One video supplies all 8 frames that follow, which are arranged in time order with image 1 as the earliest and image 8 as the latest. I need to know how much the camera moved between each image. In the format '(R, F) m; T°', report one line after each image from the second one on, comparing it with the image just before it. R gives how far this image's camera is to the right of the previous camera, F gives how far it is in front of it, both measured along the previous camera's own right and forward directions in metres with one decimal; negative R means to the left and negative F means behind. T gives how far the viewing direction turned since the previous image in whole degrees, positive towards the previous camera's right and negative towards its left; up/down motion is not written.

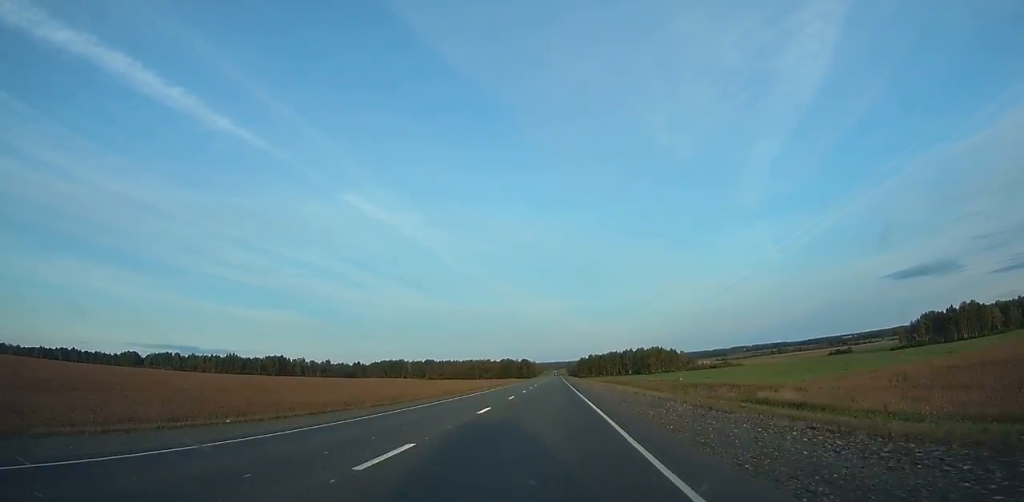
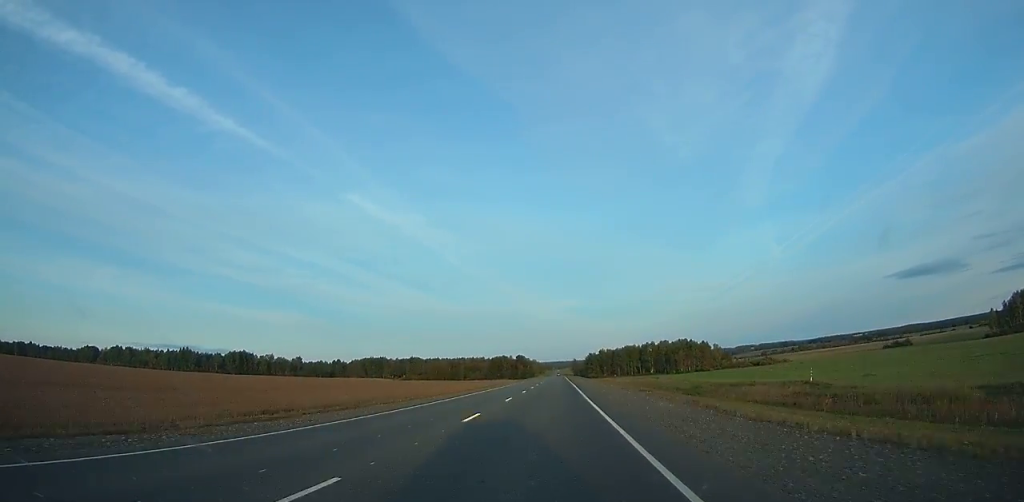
(+0.2, +87.6) m; 0°
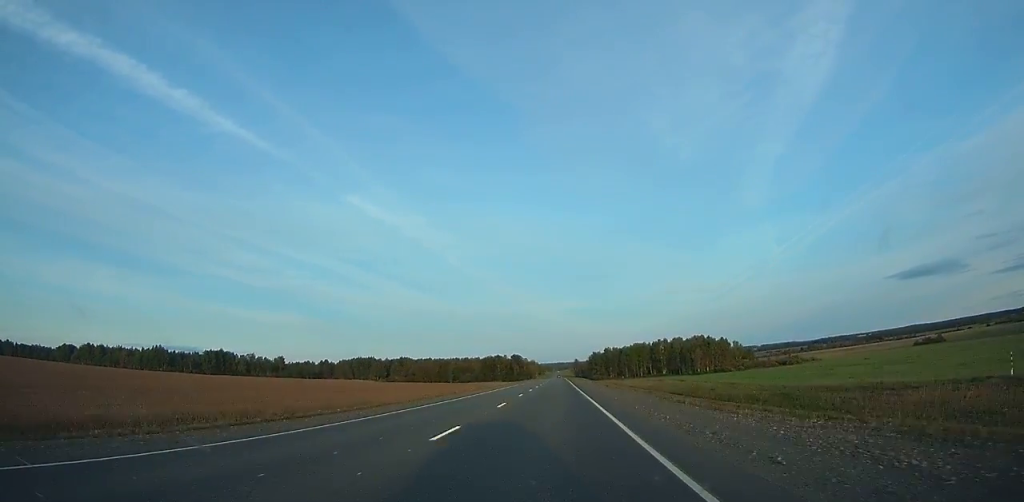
(-0.1, +40.1) m; 0°
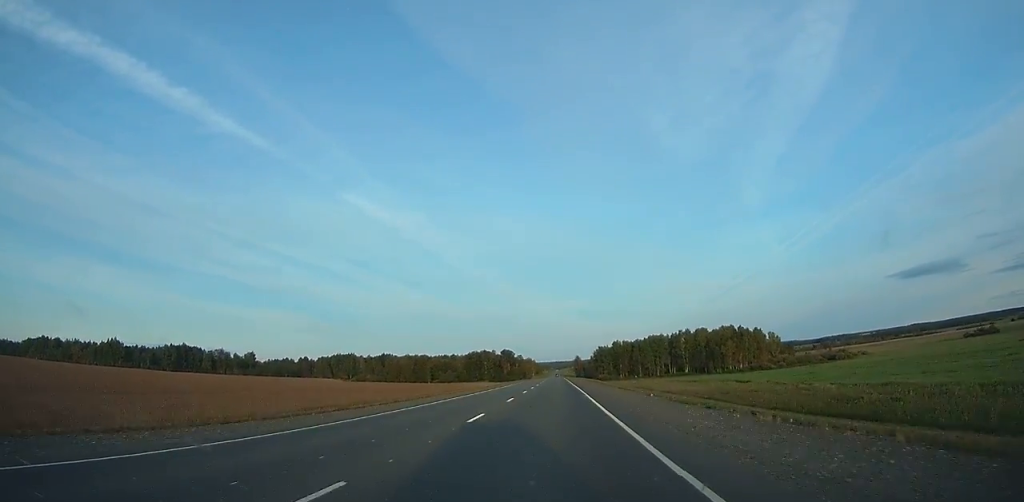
(-0.1, +55.6) m; 0°
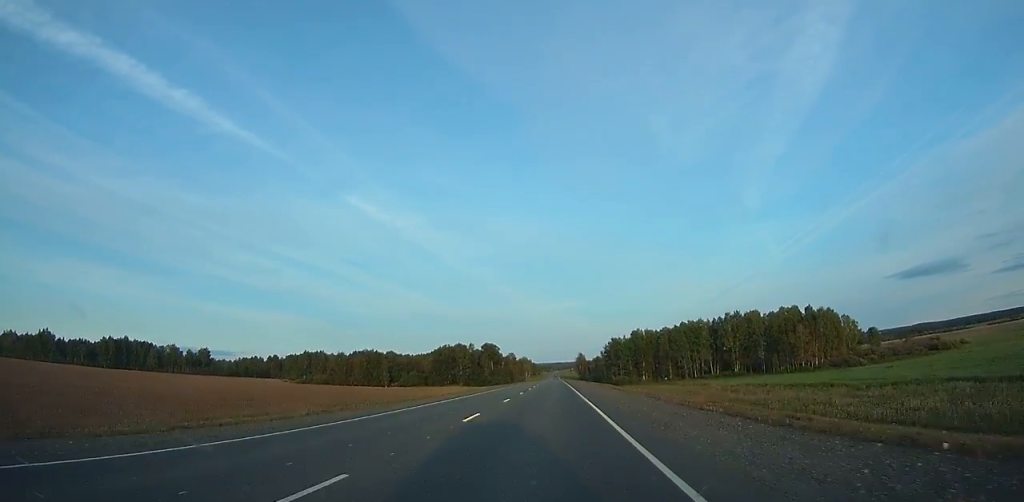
(+0.3, +71.4) m; 0°
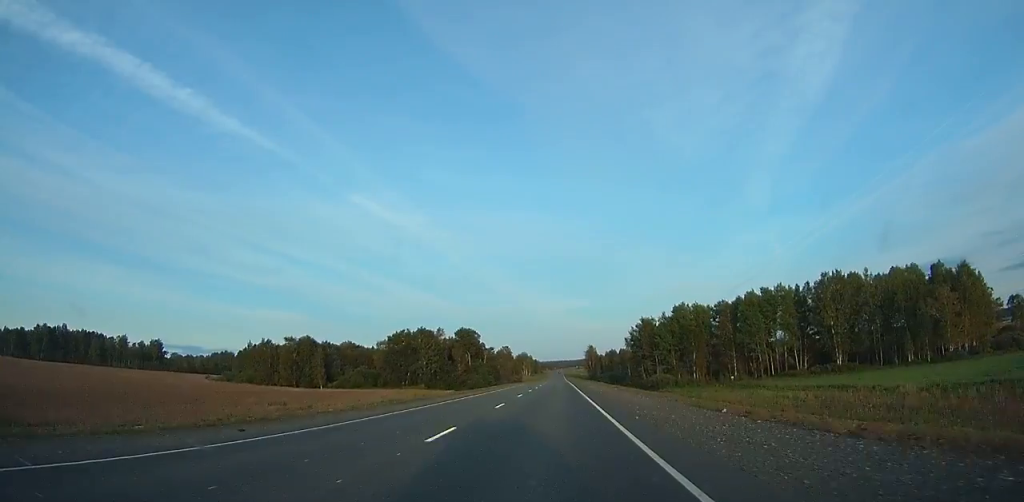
(+0.1, +64.3) m; 0°
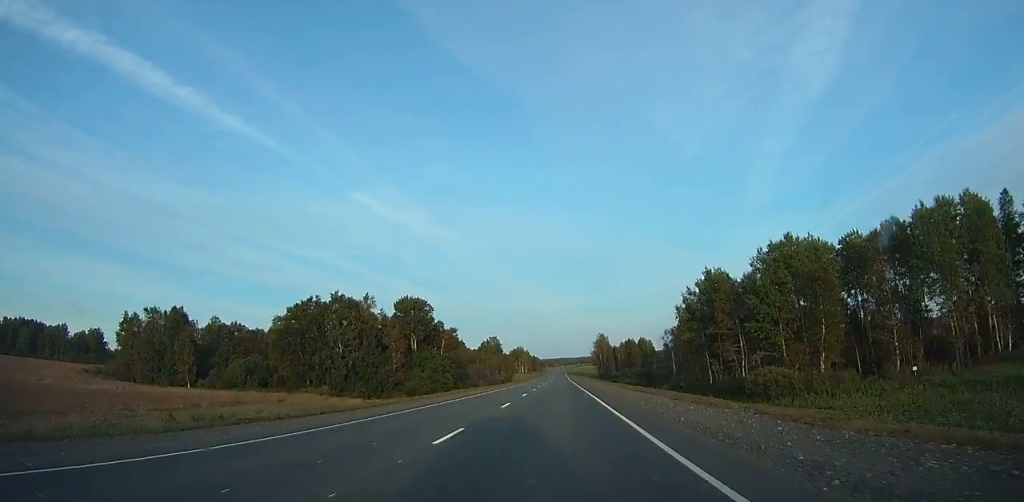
(-0.1, +59.5) m; 0°
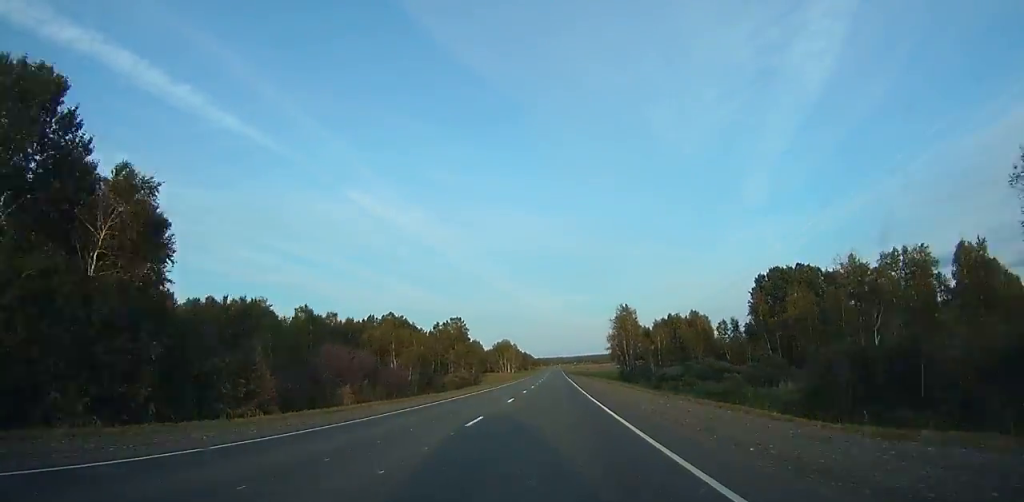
(-0.3, +80.4) m; 0°
